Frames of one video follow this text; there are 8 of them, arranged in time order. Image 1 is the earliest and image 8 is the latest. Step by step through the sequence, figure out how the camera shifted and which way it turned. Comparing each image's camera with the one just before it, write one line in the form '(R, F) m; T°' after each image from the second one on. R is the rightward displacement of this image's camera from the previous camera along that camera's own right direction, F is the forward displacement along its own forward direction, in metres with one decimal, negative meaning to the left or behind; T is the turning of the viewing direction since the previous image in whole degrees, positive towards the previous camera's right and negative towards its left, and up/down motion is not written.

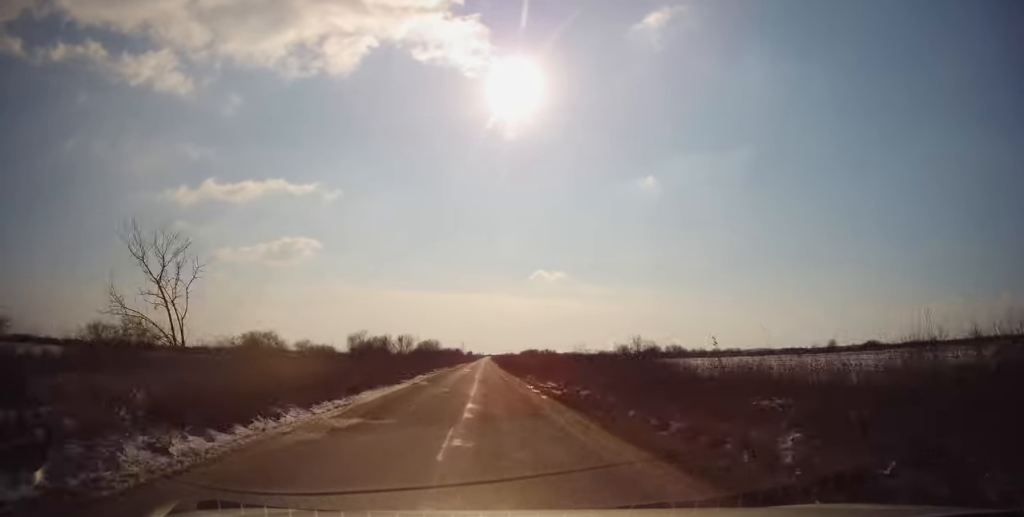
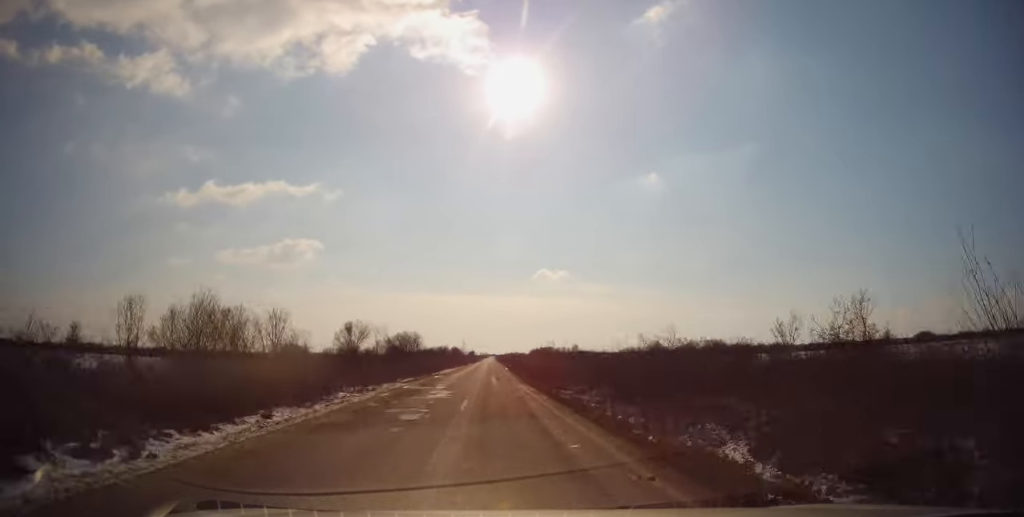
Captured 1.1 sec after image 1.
(-0.2, +31.6) m; -1°
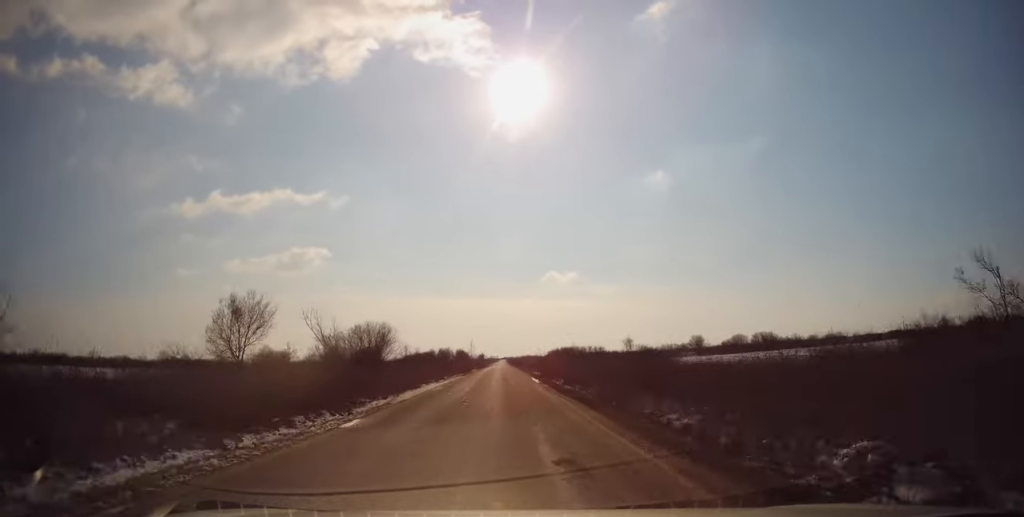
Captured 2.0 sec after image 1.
(-0.1, +24.3) m; 0°
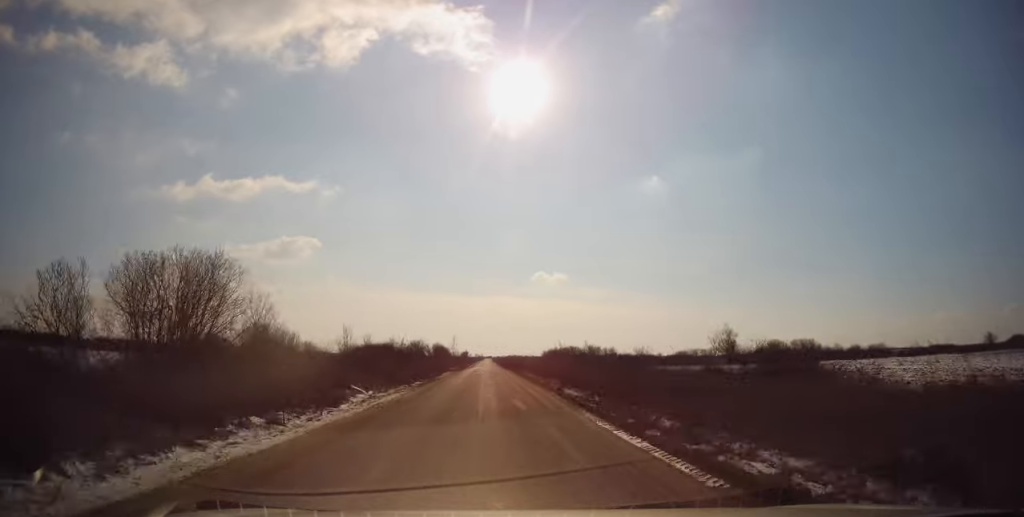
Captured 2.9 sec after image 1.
(0.0, +24.5) m; 0°
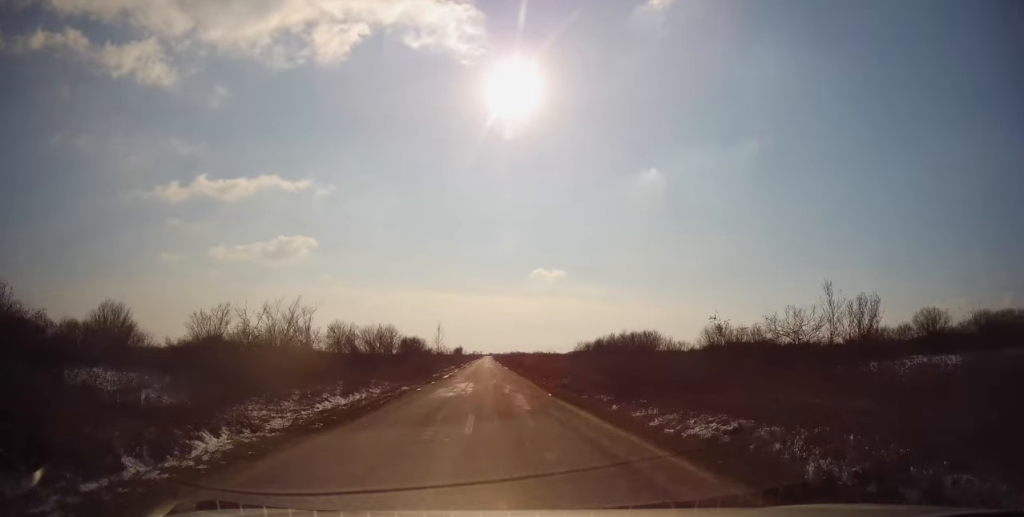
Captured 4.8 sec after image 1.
(+0.4, +54.5) m; +1°
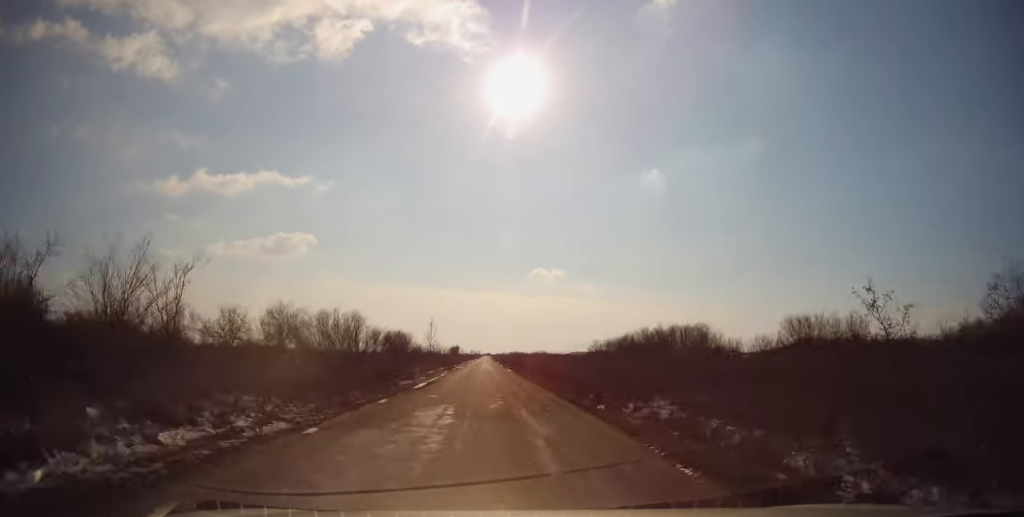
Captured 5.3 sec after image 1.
(+0.2, +14.1) m; 0°
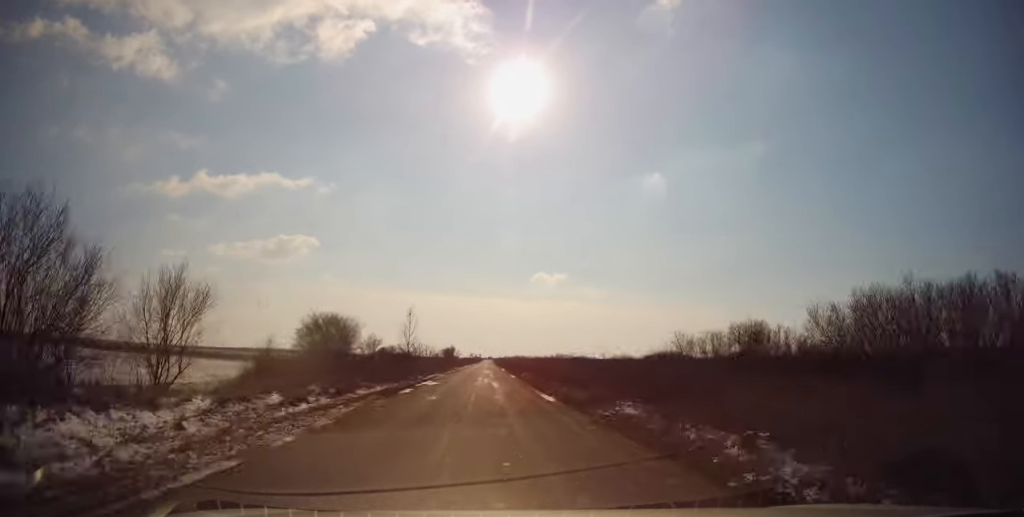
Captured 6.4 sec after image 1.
(-0.1, +32.0) m; -1°
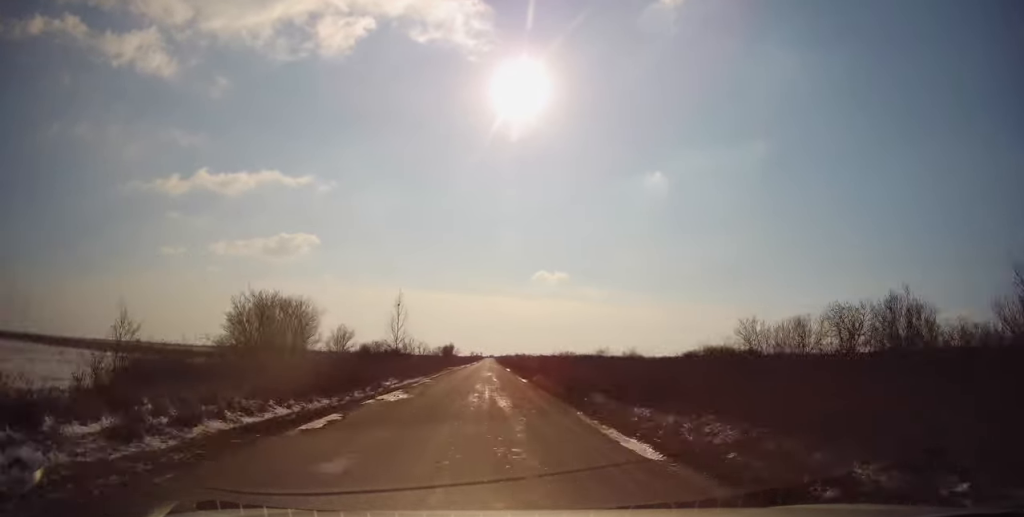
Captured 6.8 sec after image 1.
(-0.1, +11.3) m; 0°
